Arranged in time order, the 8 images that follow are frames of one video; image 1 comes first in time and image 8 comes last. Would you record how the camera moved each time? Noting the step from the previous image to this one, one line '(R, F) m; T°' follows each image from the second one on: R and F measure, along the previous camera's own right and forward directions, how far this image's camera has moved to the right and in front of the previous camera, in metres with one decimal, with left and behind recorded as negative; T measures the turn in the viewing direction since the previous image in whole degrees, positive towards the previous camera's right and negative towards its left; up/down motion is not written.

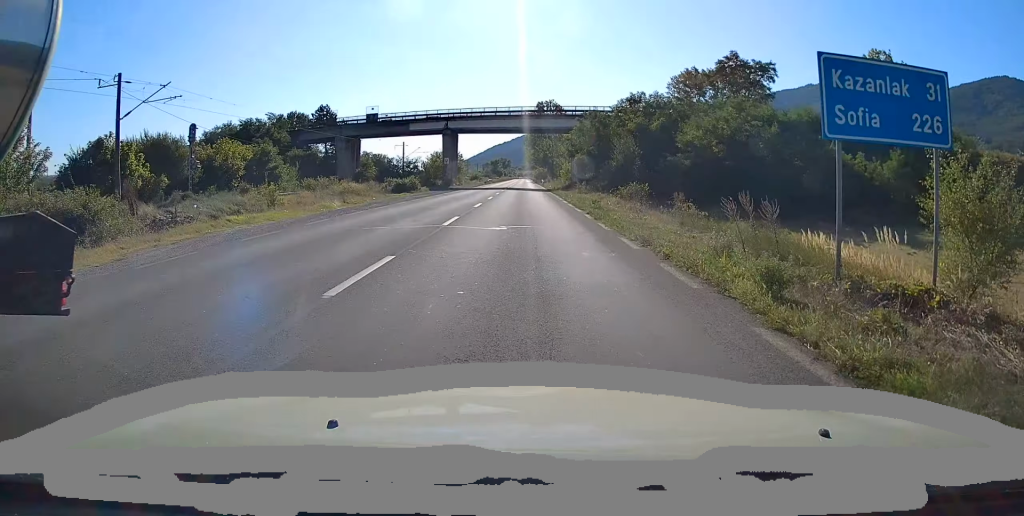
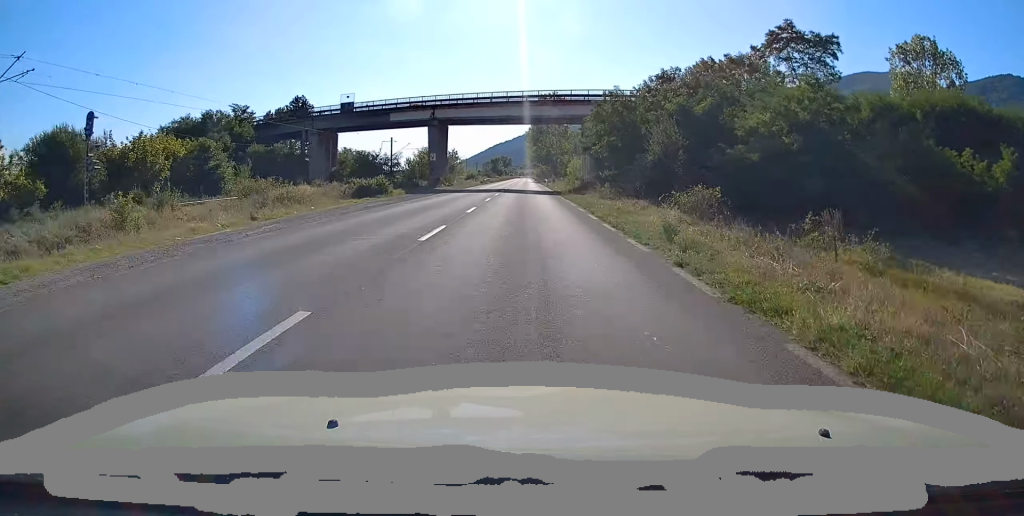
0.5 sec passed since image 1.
(0.0, +12.8) m; -1°
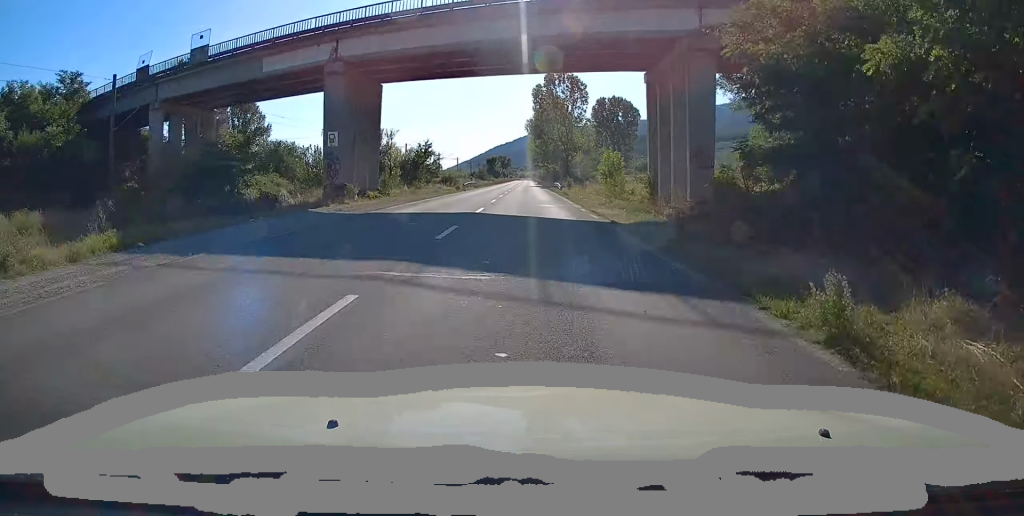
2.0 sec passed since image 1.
(-0.3, +35.0) m; 0°
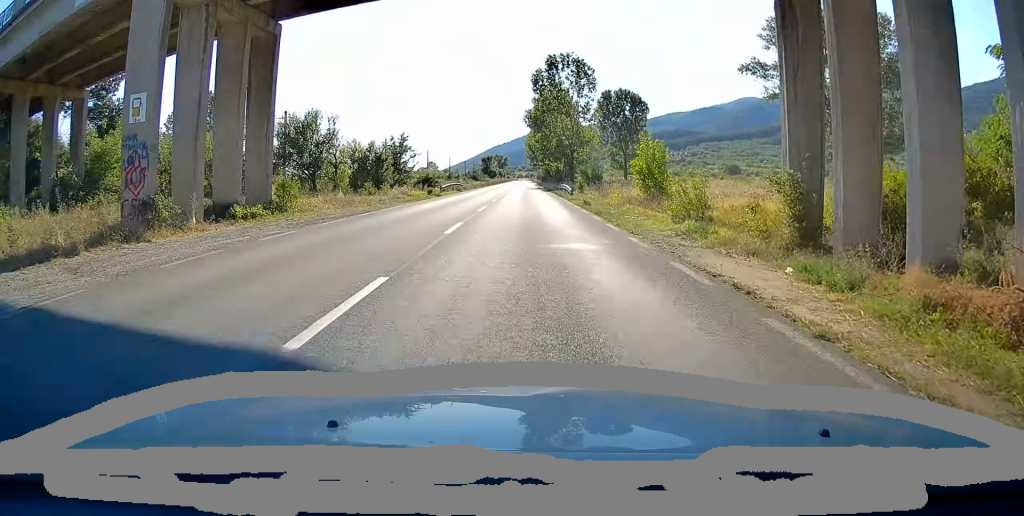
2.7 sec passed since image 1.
(+0.2, +16.7) m; +1°
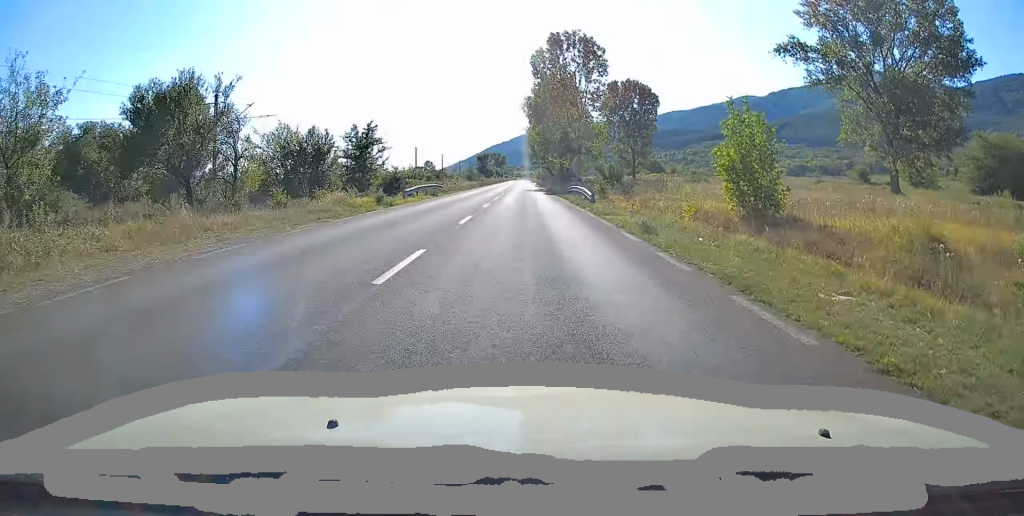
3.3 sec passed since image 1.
(0.0, +15.0) m; -1°
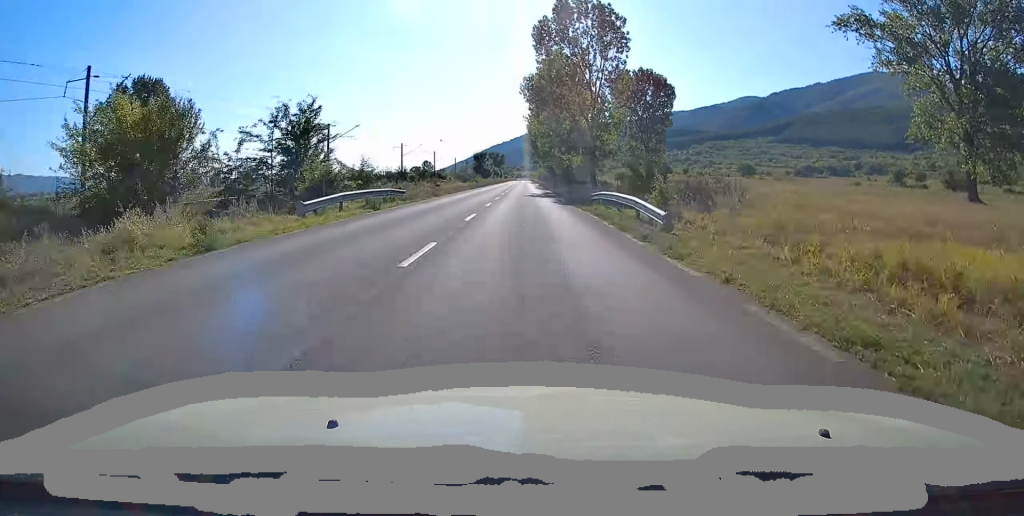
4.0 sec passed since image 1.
(-0.1, +16.6) m; 0°
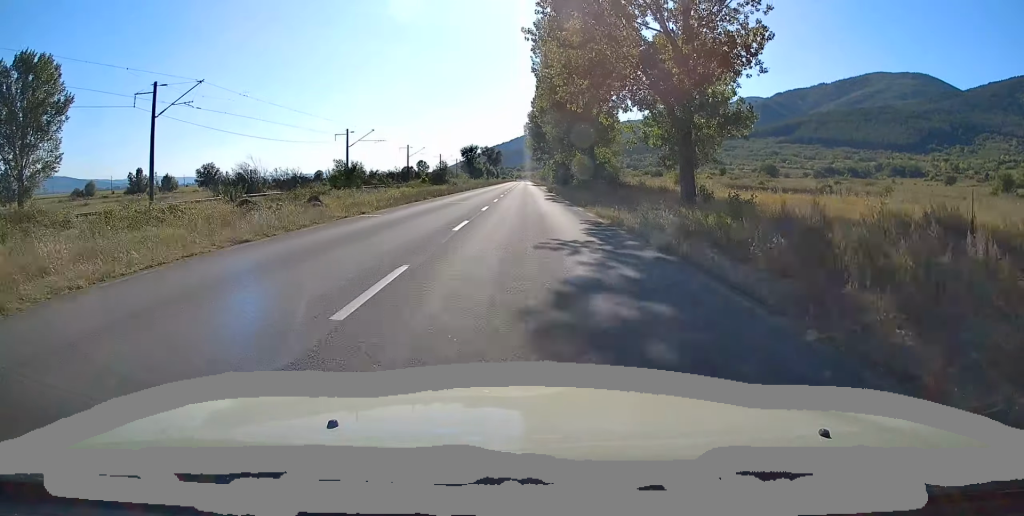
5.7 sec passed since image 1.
(+0.2, +38.9) m; +1°
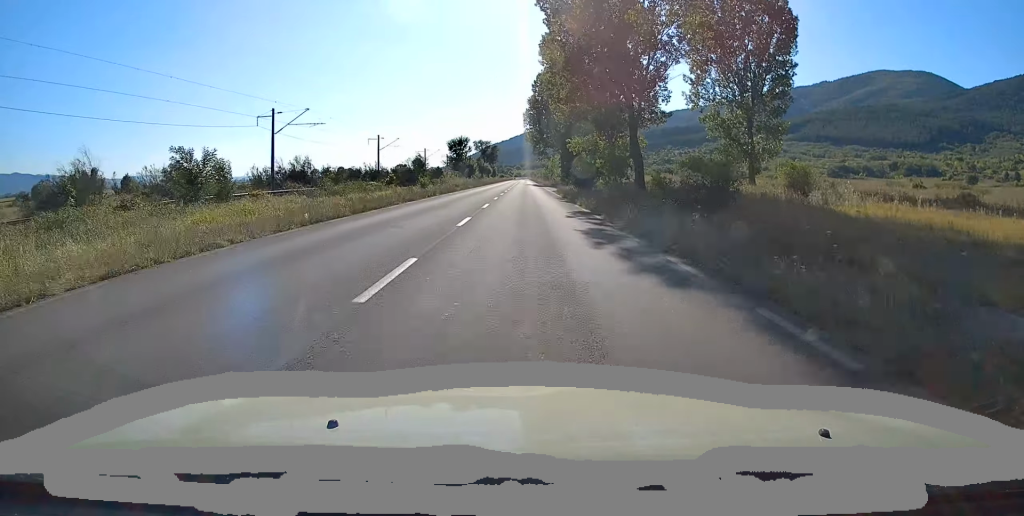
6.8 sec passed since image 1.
(0.0, +26.1) m; 0°
